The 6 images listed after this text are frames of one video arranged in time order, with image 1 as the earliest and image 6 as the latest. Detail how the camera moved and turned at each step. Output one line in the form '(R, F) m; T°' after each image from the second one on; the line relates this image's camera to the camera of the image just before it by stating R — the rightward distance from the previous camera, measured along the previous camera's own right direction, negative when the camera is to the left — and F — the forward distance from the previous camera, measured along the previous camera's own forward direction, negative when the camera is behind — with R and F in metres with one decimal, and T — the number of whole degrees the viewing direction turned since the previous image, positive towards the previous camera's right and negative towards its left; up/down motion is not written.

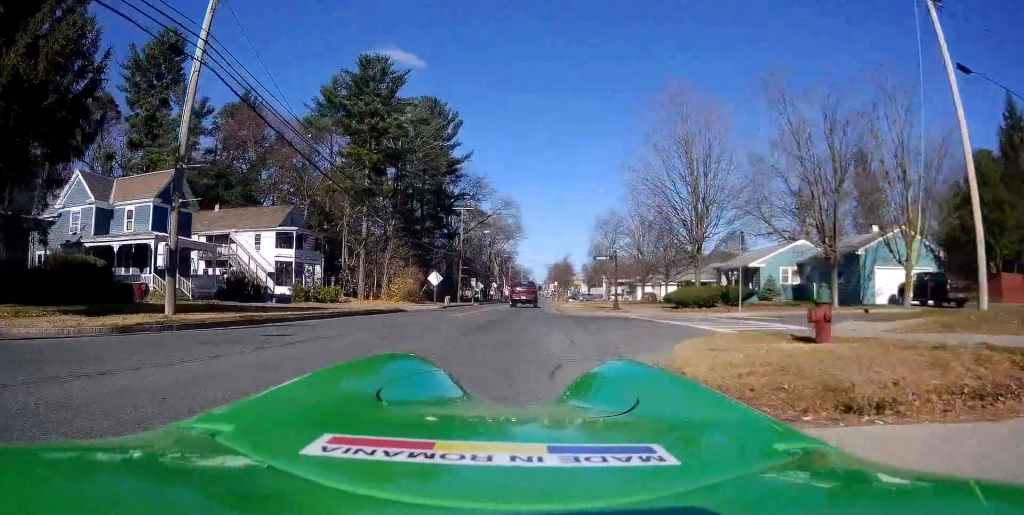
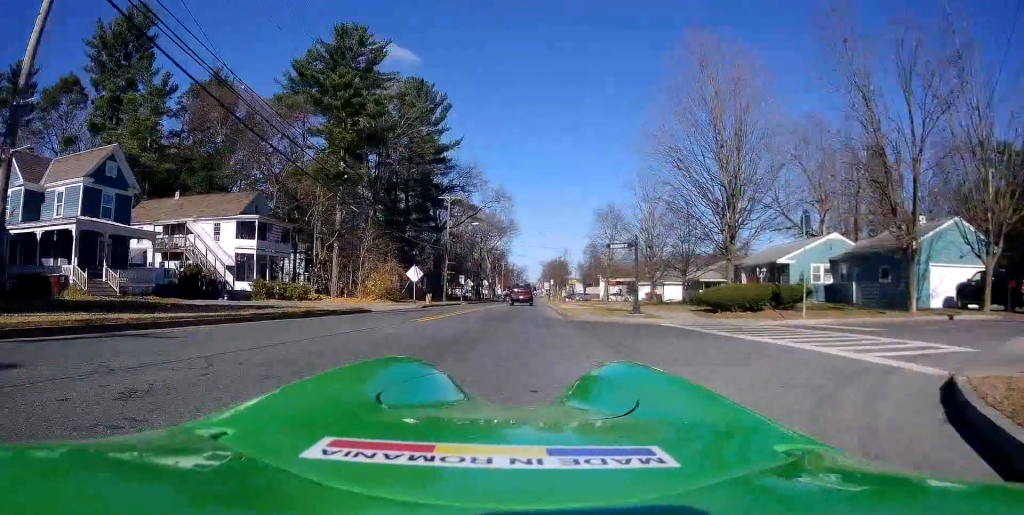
(0.0, +6.4) m; 0°
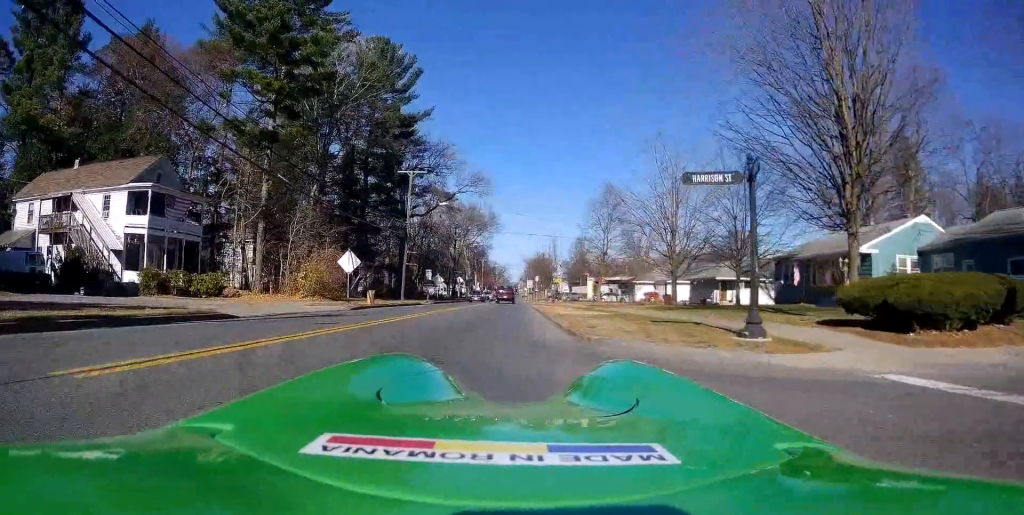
(0.0, +12.4) m; 0°
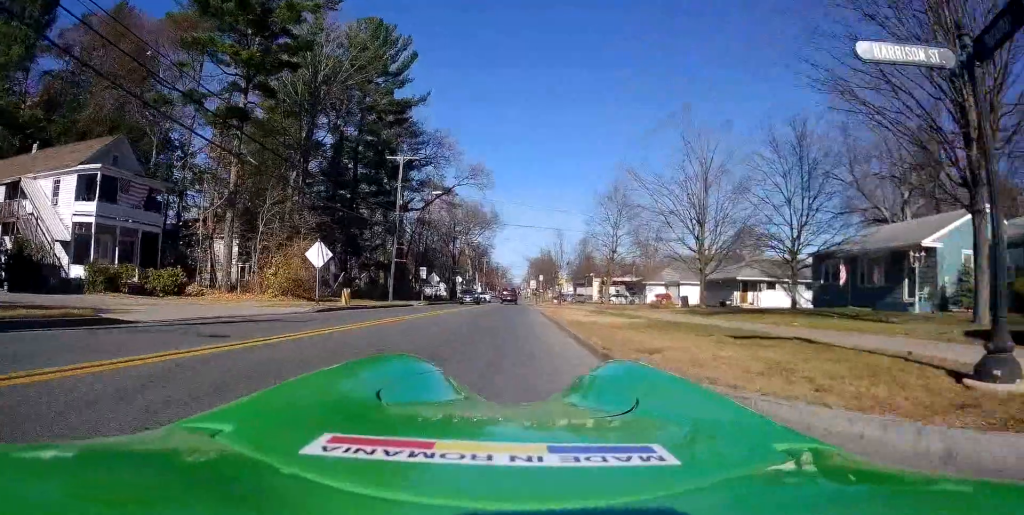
(0.0, +5.0) m; 0°
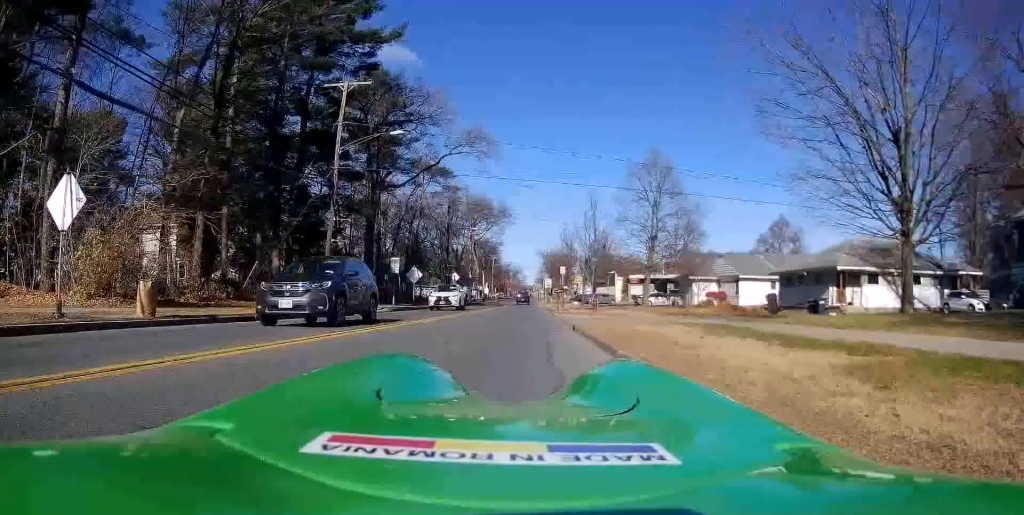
(0.0, +16.2) m; -3°
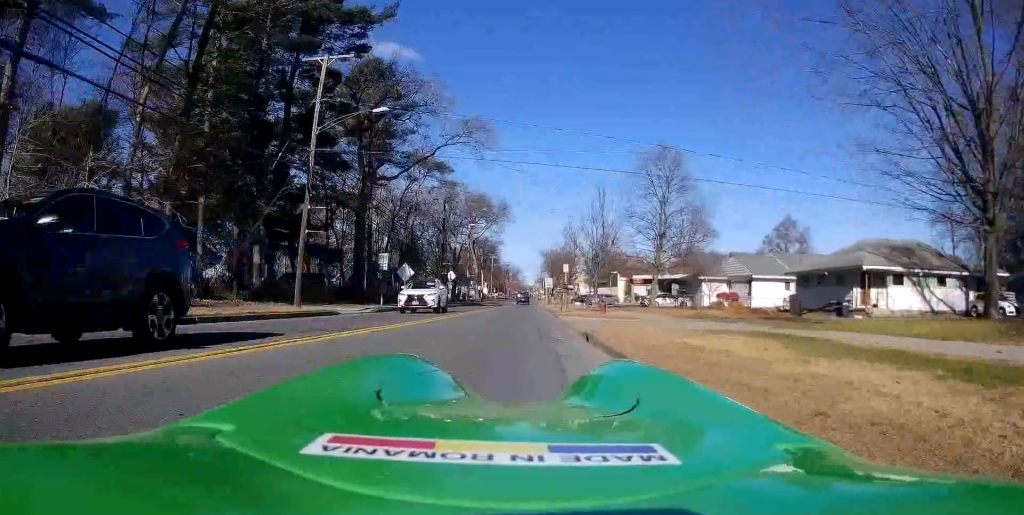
(-0.1, +3.2) m; 0°
